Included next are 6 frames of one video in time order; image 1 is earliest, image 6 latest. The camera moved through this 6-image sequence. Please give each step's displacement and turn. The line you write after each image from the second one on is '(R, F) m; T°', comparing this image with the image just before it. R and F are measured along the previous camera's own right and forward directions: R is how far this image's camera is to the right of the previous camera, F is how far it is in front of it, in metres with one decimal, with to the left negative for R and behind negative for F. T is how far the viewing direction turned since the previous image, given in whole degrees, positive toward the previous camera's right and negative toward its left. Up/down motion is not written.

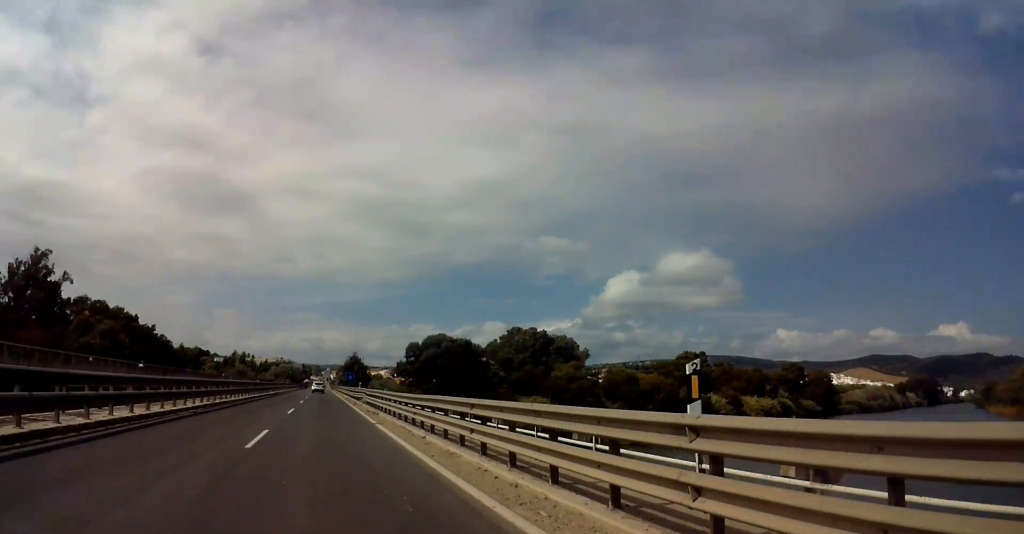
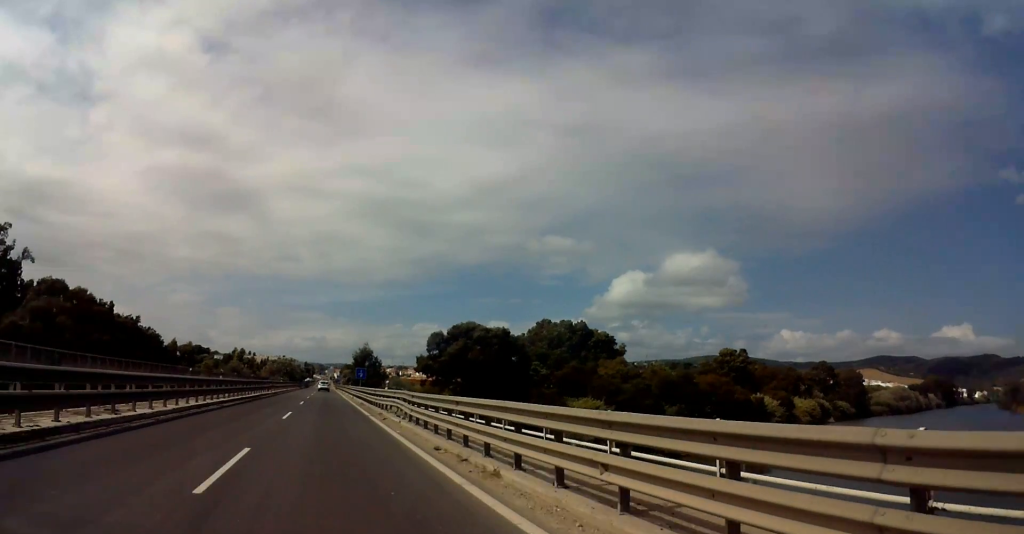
(-0.4, +22.1) m; -1°
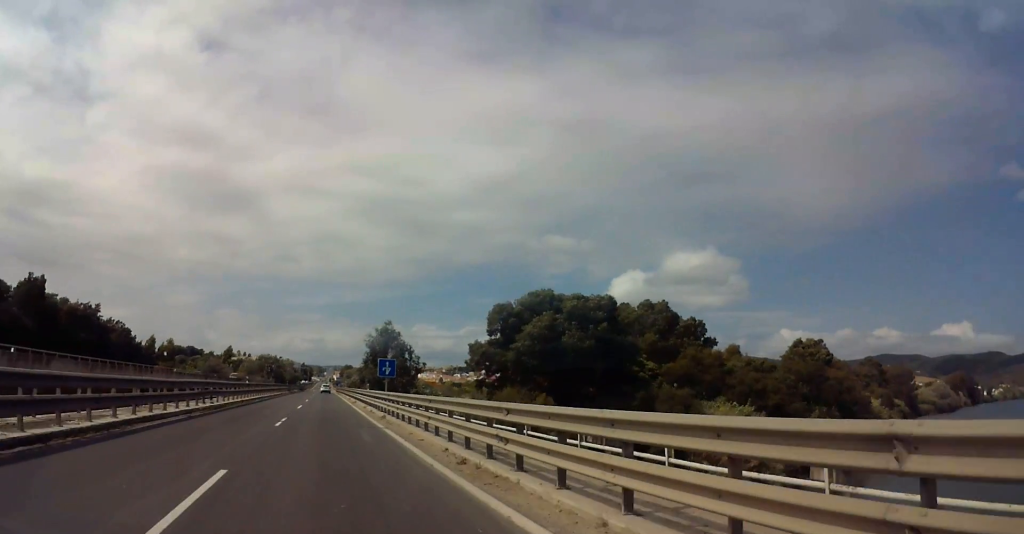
(+0.2, +36.9) m; +1°
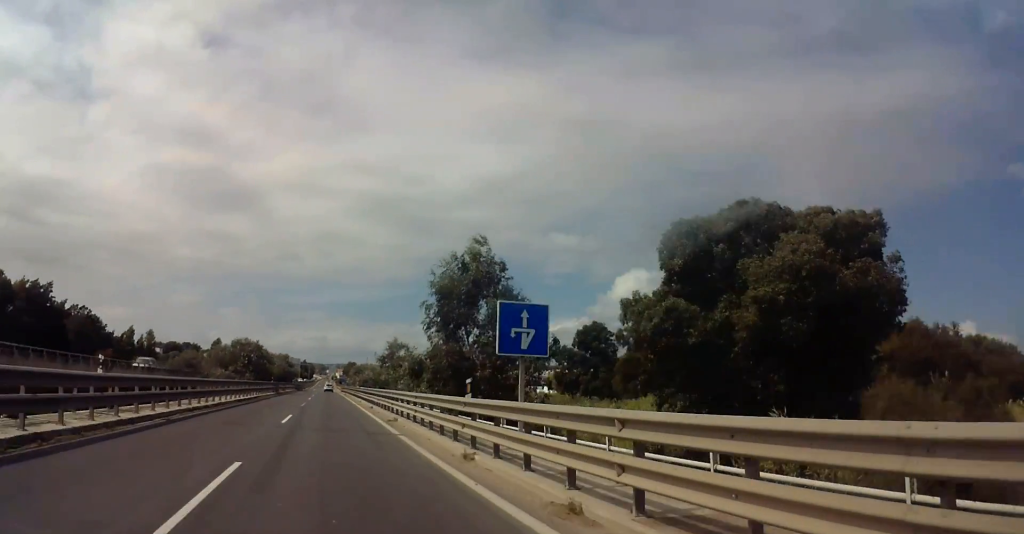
(0.0, +32.1) m; 0°
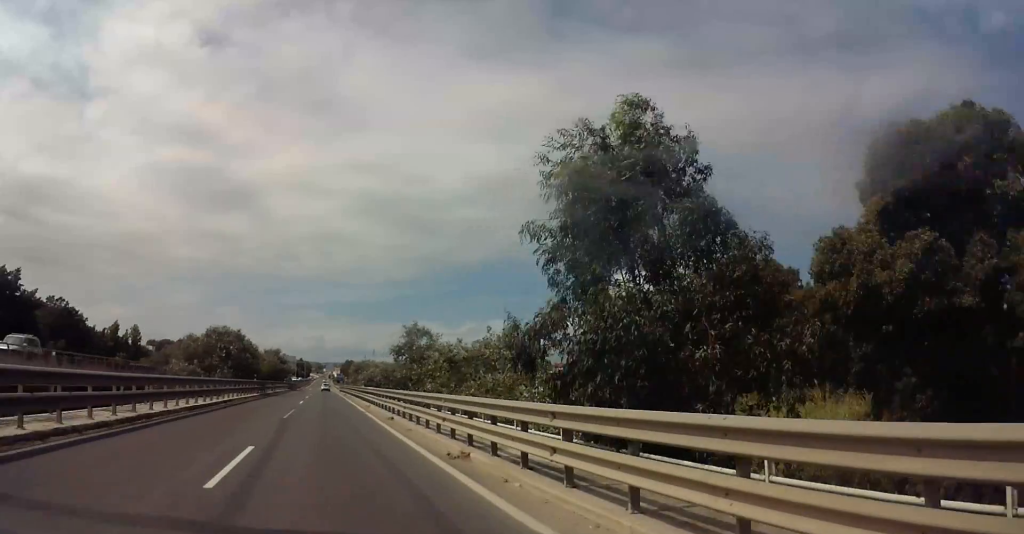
(0.0, +13.0) m; 0°
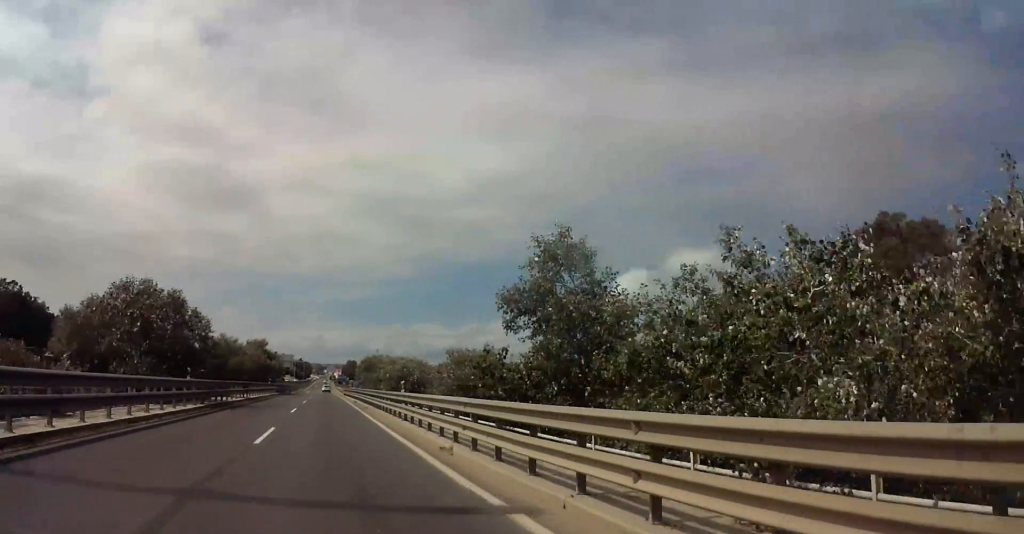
(-0.1, +27.0) m; -1°
